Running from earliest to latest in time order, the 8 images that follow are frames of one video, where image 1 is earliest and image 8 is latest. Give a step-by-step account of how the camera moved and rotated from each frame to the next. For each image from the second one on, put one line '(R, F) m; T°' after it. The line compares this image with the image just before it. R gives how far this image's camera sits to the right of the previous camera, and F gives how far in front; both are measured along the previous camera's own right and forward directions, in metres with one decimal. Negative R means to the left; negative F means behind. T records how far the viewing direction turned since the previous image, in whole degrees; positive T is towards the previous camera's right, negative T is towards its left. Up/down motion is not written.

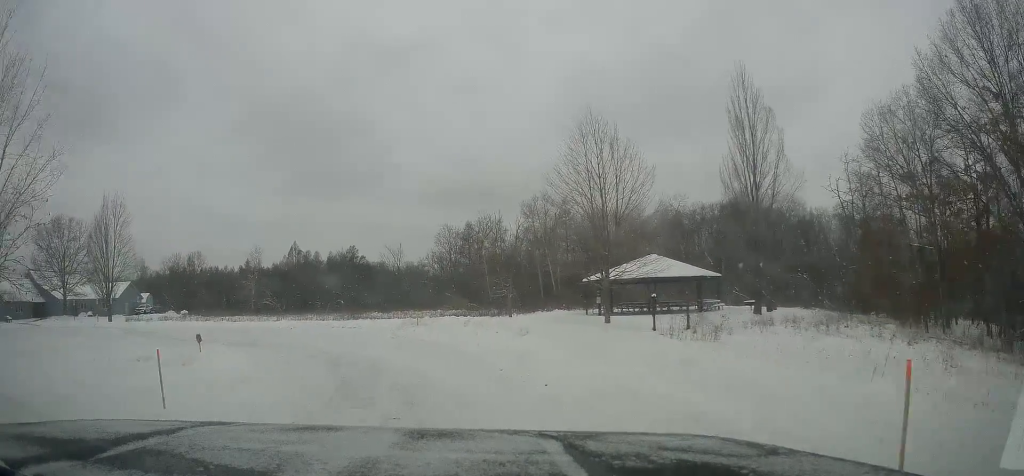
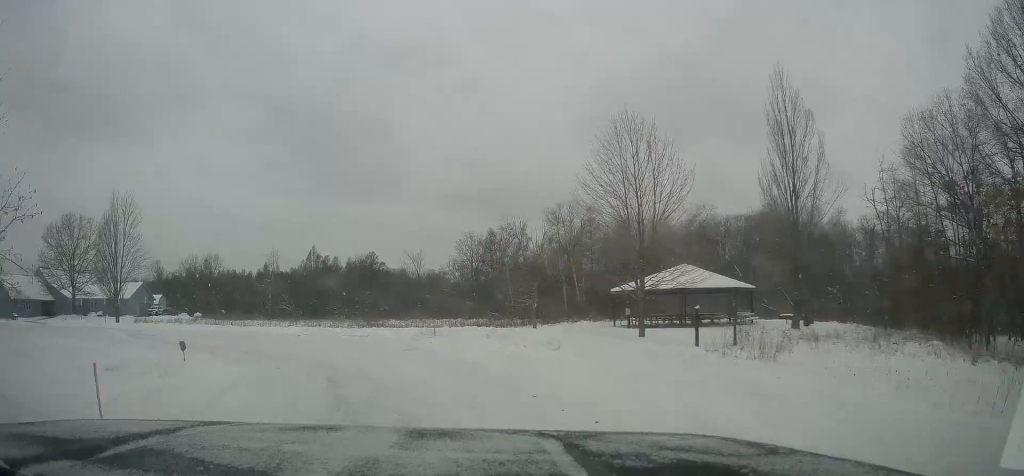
(+0.2, +2.4) m; -2°
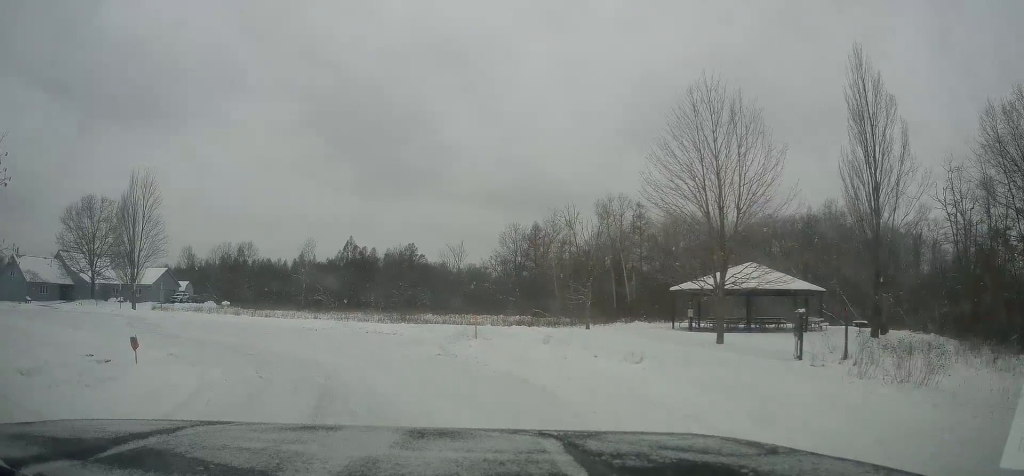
(0.0, +4.4) m; -6°
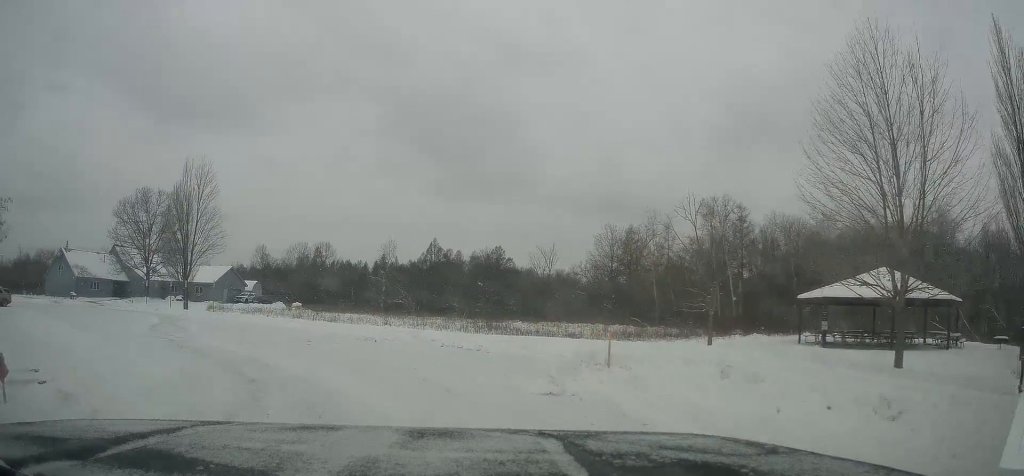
(-0.9, +6.4) m; -11°
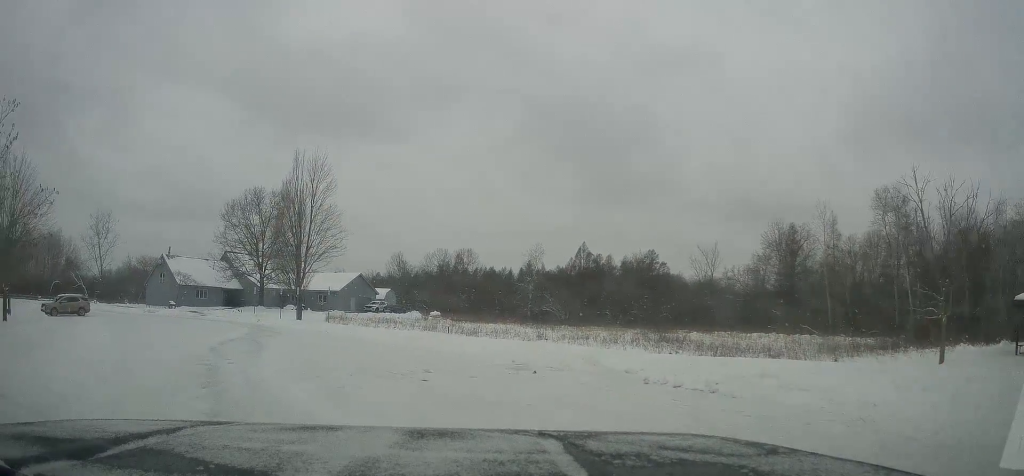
(-0.5, +7.7) m; -5°
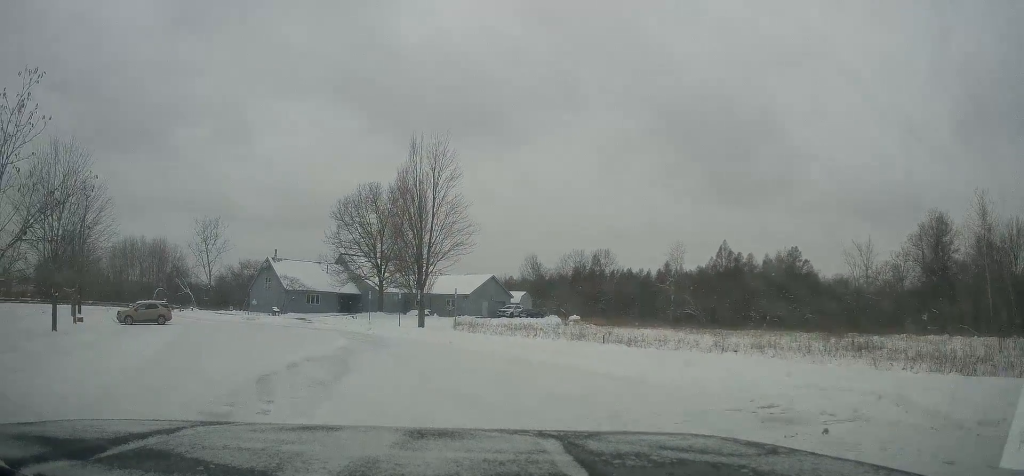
(0.0, +6.4) m; -11°
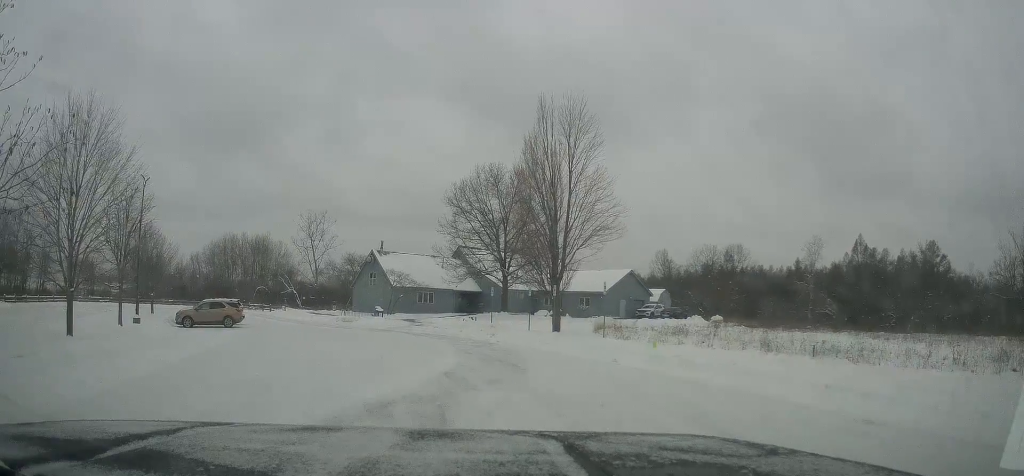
(-1.9, +8.3) m; -20°
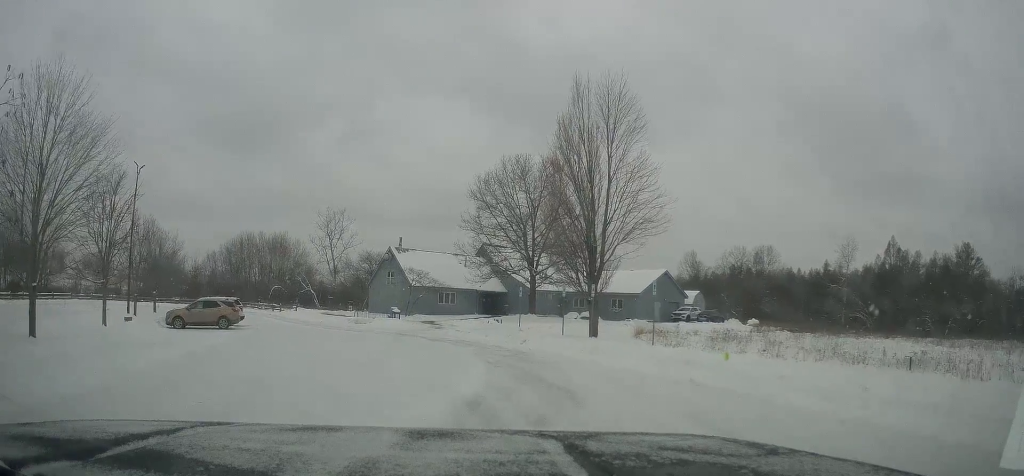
(-0.3, +4.3) m; -4°
